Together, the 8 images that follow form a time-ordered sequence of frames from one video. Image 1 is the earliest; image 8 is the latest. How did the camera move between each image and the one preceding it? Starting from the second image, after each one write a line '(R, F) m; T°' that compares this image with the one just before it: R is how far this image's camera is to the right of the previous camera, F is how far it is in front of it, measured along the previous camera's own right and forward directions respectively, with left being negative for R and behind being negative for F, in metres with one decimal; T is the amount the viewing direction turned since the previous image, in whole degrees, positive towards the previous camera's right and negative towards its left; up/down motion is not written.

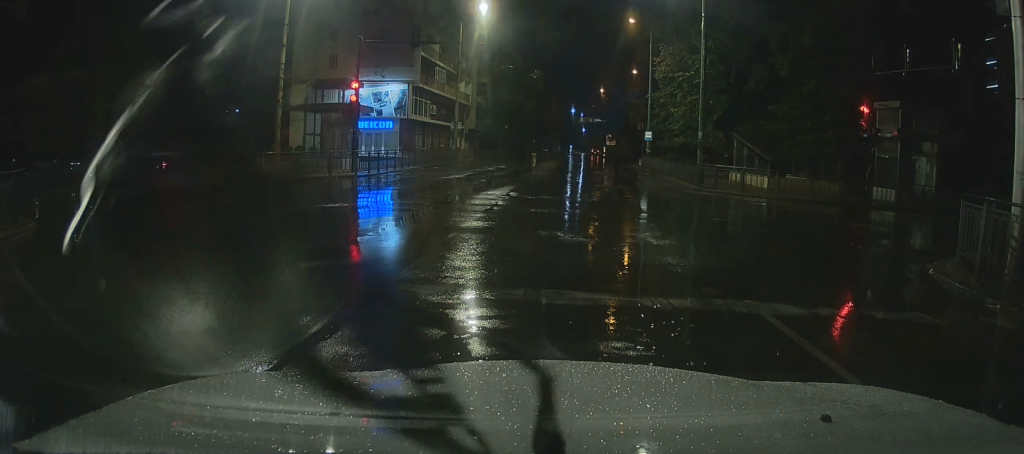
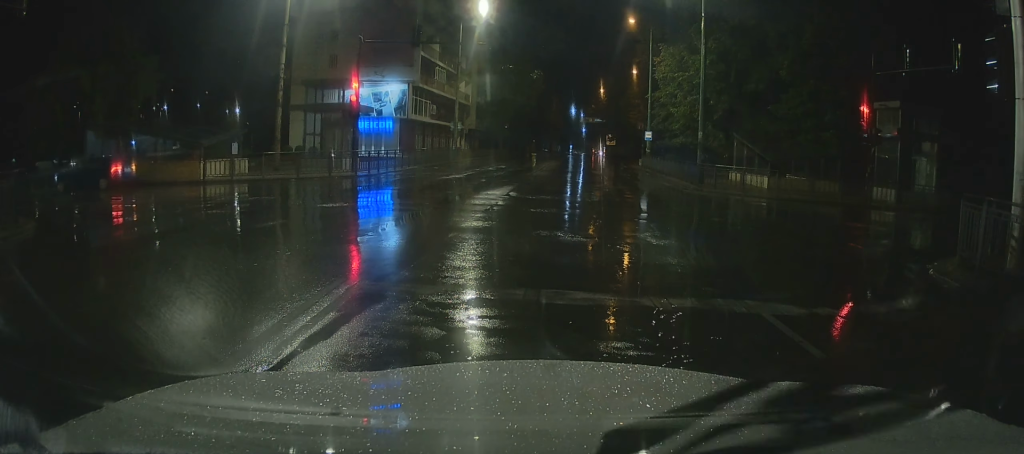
(0.0, 0.0) m; 0°
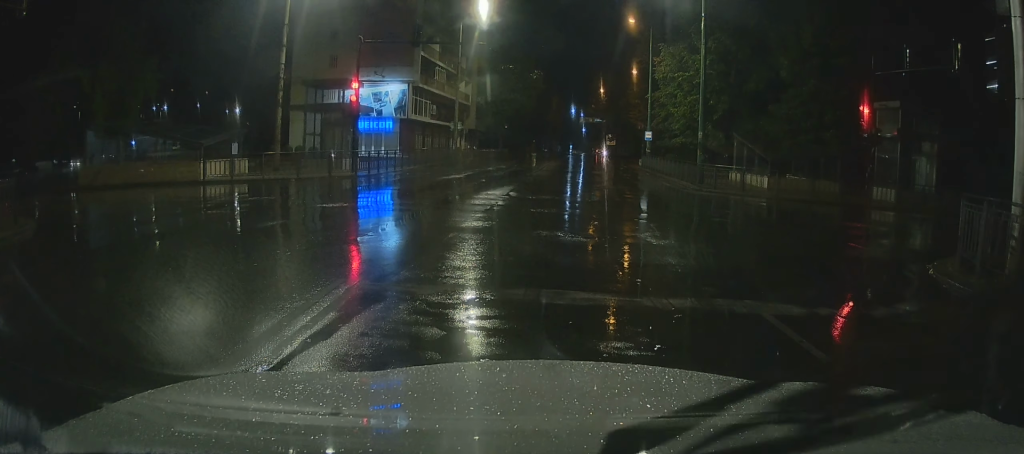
(0.0, 0.0) m; 0°
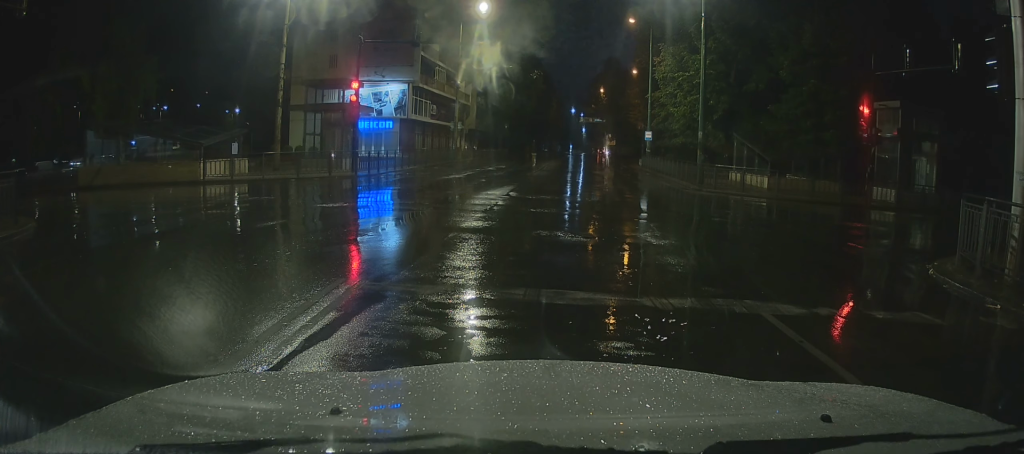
(0.0, 0.0) m; 0°
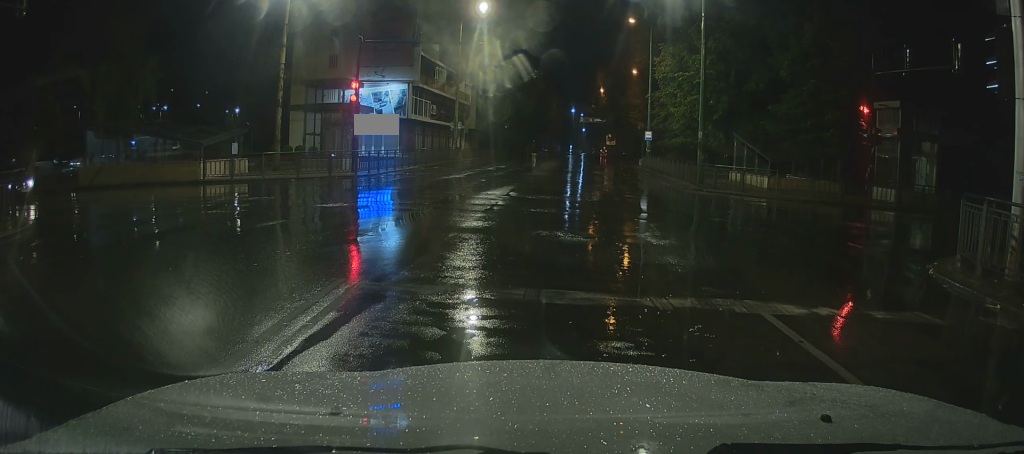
(0.0, 0.0) m; 0°
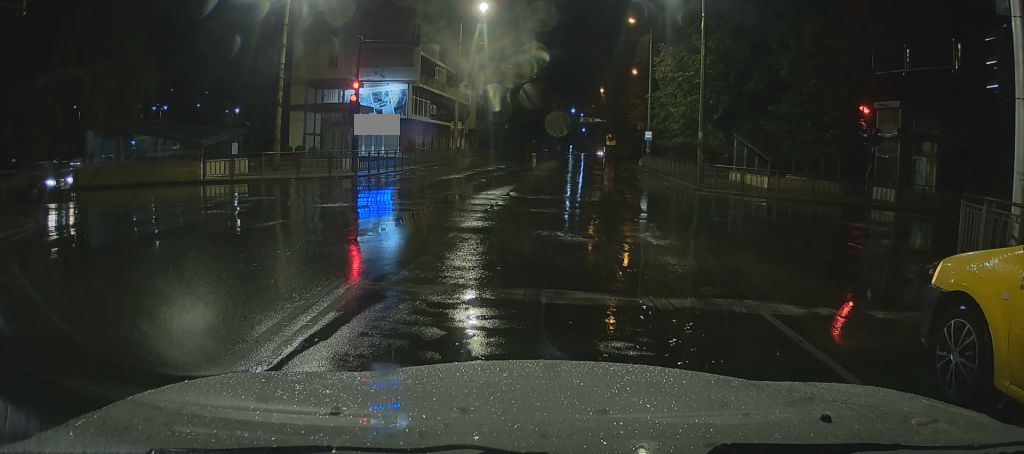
(-0.1, +0.2) m; 0°
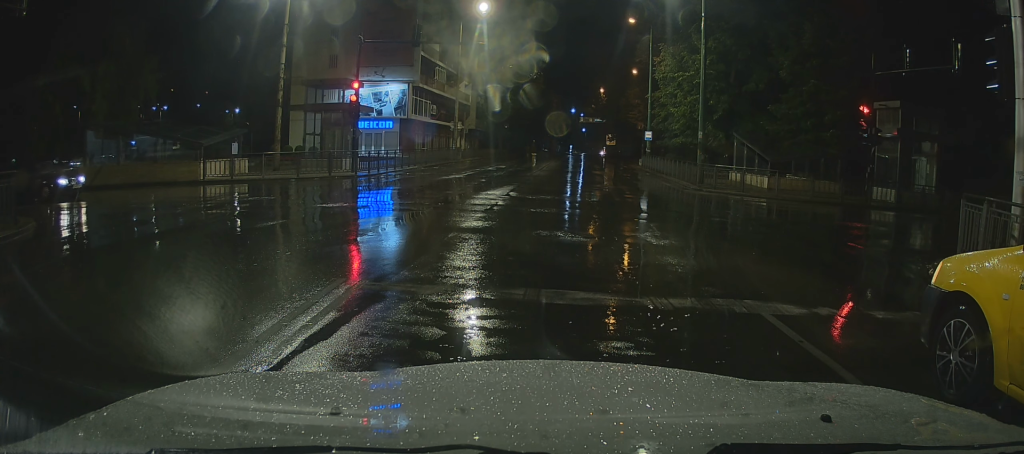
(0.0, 0.0) m; 0°
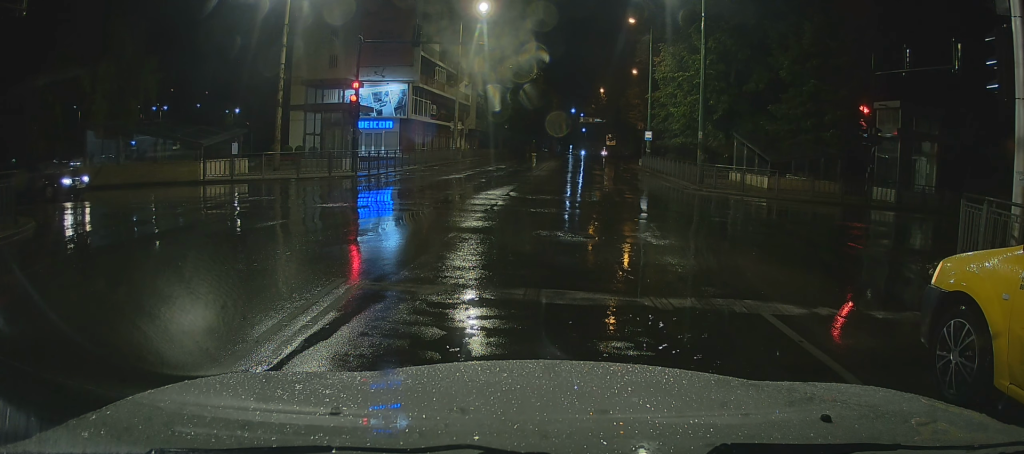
(0.0, 0.0) m; 0°
